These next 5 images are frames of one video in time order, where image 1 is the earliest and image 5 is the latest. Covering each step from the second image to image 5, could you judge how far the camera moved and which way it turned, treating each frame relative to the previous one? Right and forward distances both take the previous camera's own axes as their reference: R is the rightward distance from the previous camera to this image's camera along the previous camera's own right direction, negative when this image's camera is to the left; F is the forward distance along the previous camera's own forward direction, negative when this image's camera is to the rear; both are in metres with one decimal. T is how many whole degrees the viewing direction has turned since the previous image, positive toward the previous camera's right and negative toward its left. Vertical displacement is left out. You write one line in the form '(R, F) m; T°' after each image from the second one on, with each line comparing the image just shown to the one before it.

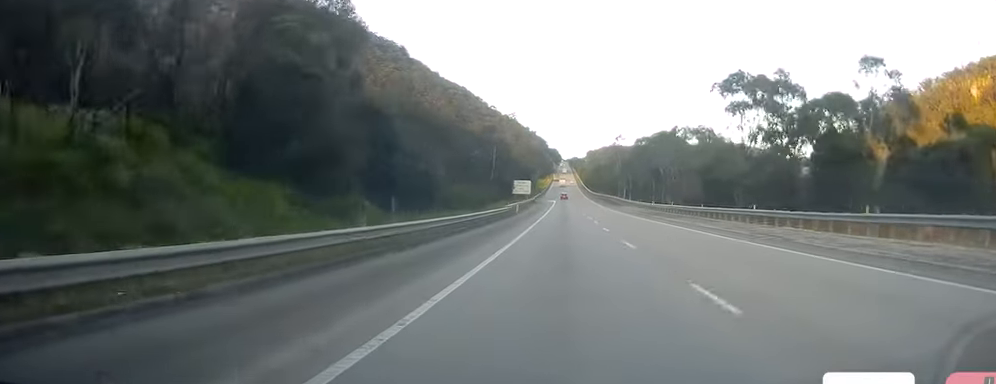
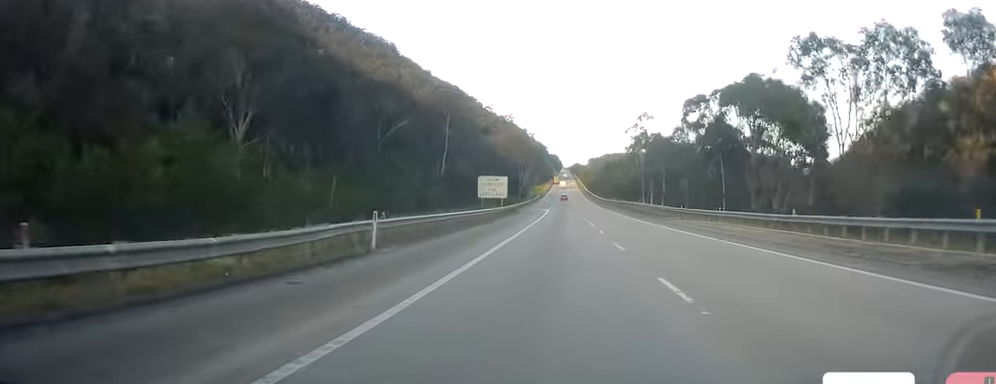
(+0.7, +56.4) m; +2°
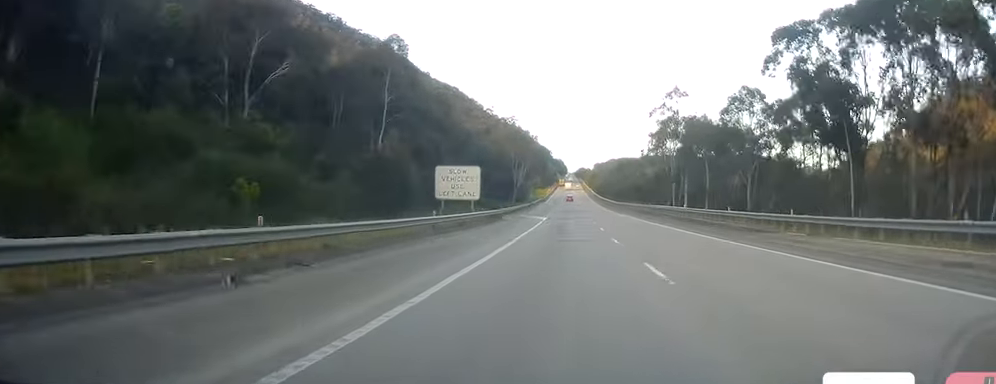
(+0.1, +31.4) m; 0°
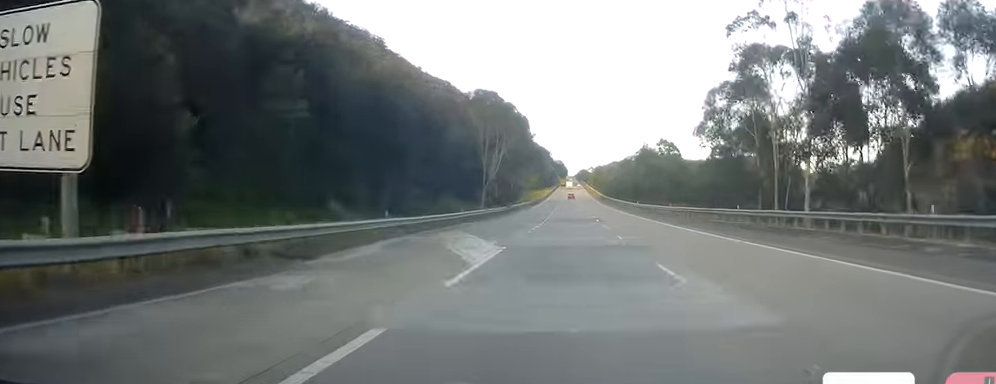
(-0.7, +47.6) m; -1°
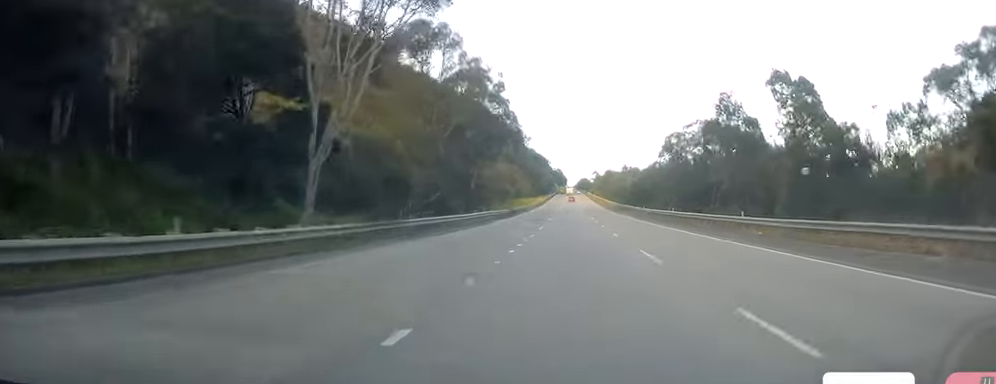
(0.0, +56.2) m; 0°
